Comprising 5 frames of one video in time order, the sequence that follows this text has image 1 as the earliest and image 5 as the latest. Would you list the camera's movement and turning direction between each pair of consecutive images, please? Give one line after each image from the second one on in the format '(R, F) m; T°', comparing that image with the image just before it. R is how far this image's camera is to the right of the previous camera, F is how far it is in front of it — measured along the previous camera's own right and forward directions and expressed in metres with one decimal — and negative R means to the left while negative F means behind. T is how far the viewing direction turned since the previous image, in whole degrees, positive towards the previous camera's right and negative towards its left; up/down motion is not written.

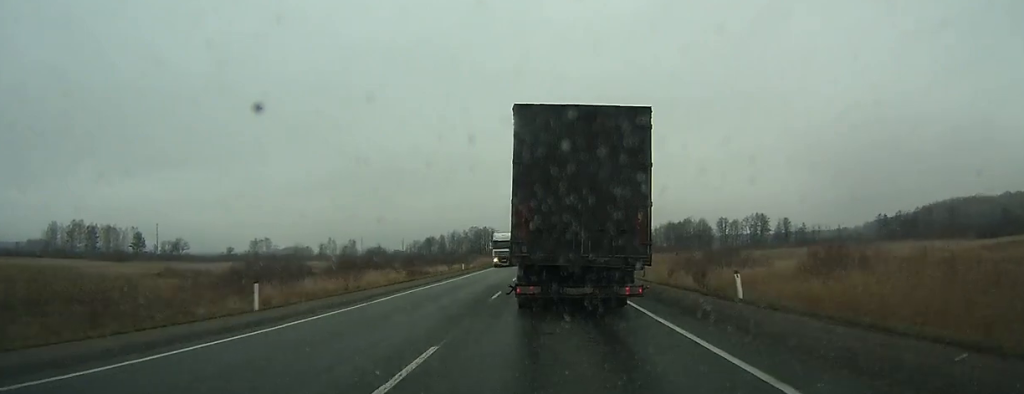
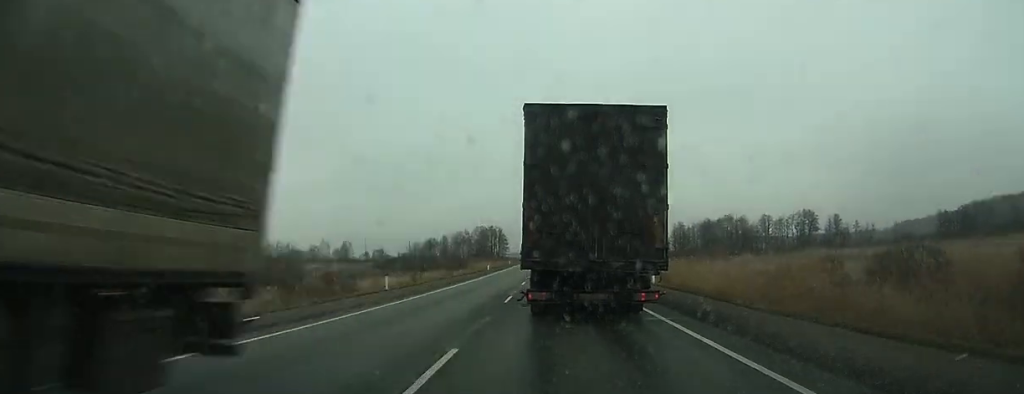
(-0.5, +36.9) m; -1°
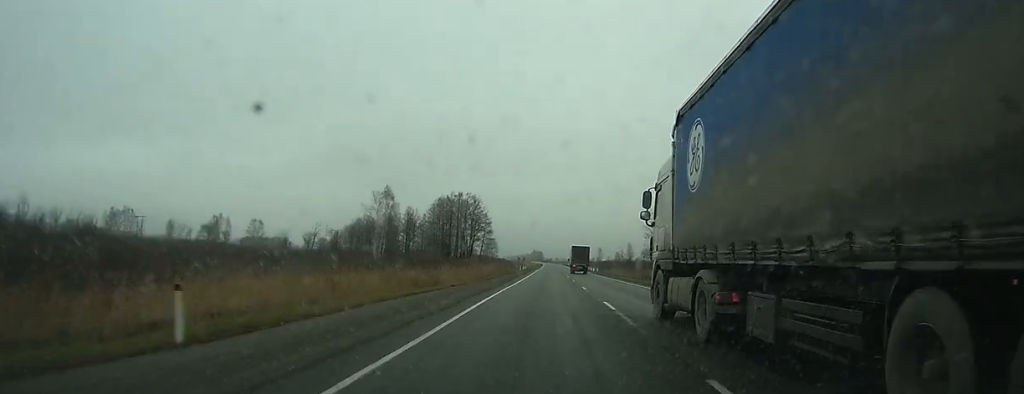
(-3.8, +121.4) m; -2°
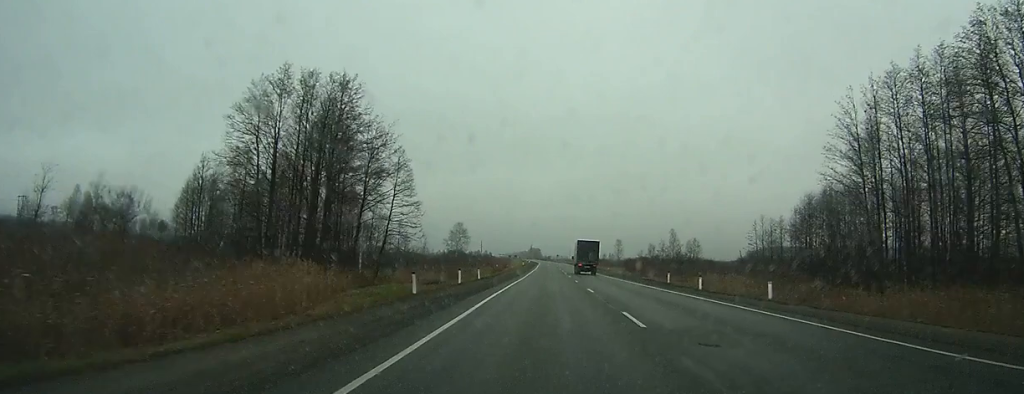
(+1.1, +71.5) m; +1°
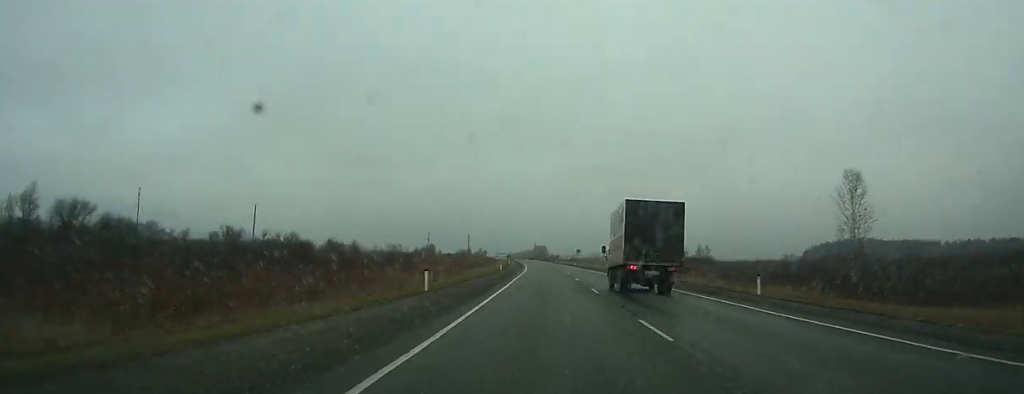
(-0.6, +149.4) m; -1°
